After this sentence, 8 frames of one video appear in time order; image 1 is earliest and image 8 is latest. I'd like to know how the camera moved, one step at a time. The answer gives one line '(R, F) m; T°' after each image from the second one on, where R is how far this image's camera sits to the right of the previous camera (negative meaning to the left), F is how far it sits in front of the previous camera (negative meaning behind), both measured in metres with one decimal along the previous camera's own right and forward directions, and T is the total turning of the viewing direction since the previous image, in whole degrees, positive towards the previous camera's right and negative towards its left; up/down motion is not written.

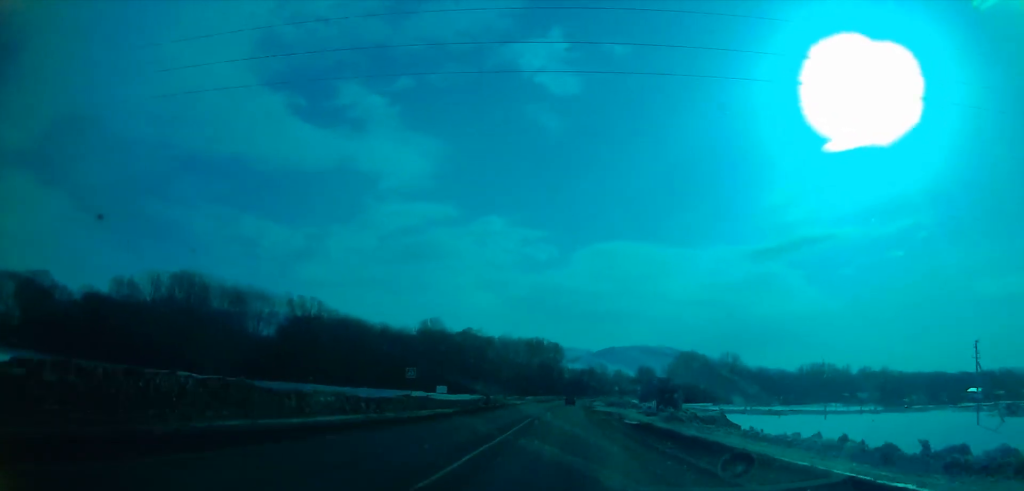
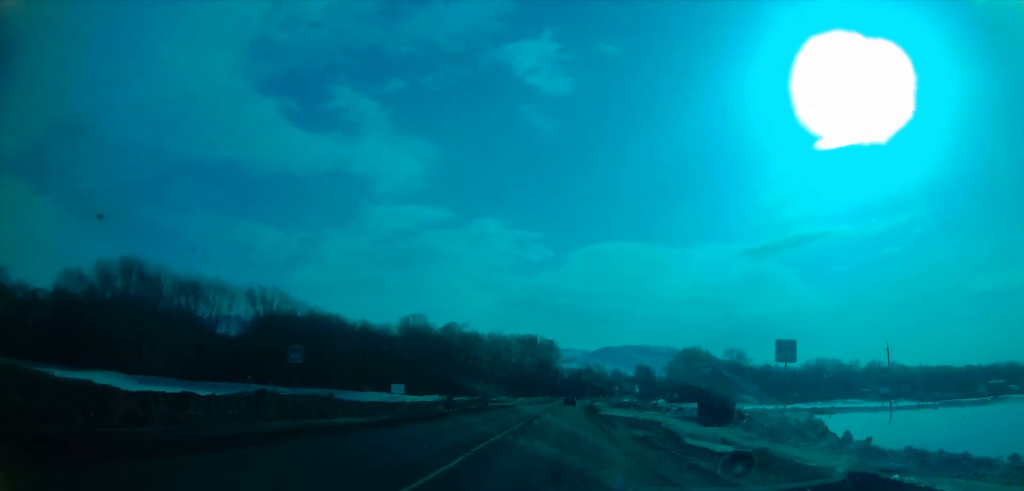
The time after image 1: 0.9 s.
(0.0, +26.4) m; 0°
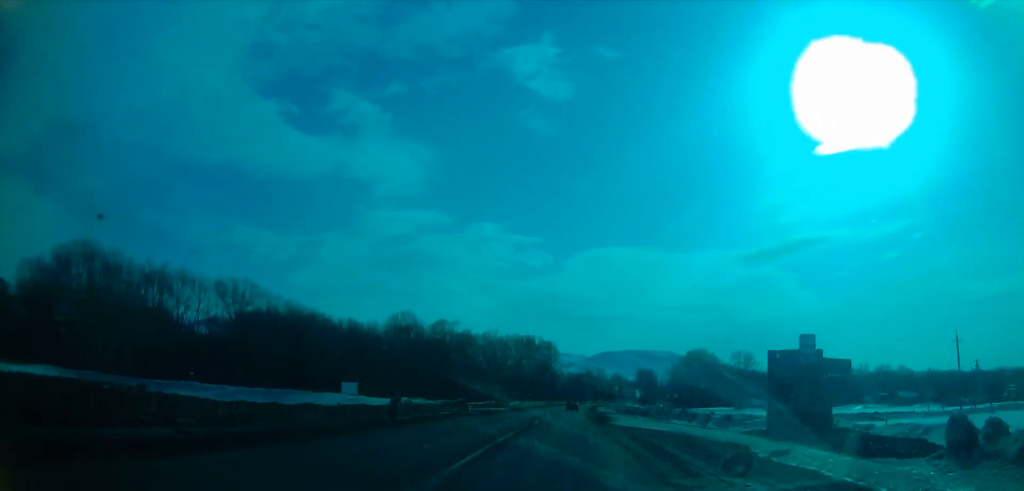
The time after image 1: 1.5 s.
(0.0, +17.9) m; 0°
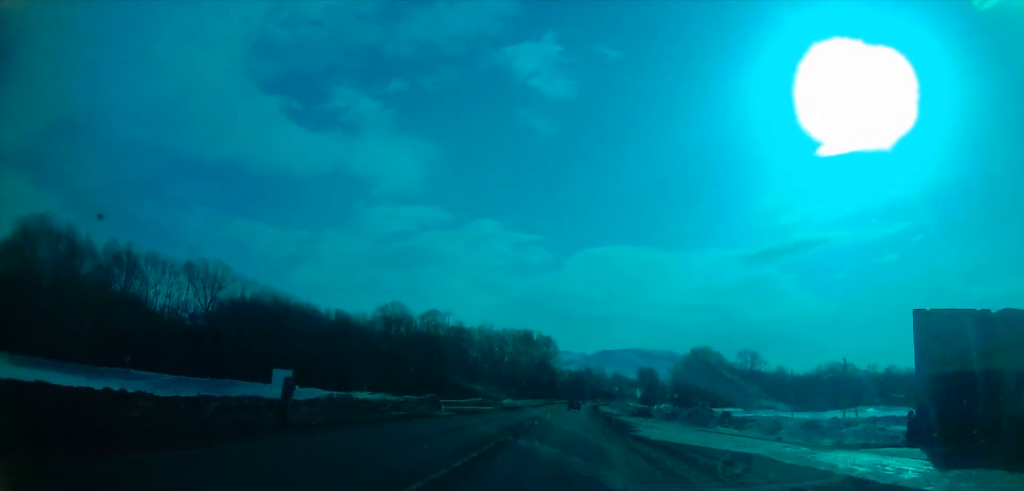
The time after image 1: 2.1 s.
(0.0, +14.2) m; 0°
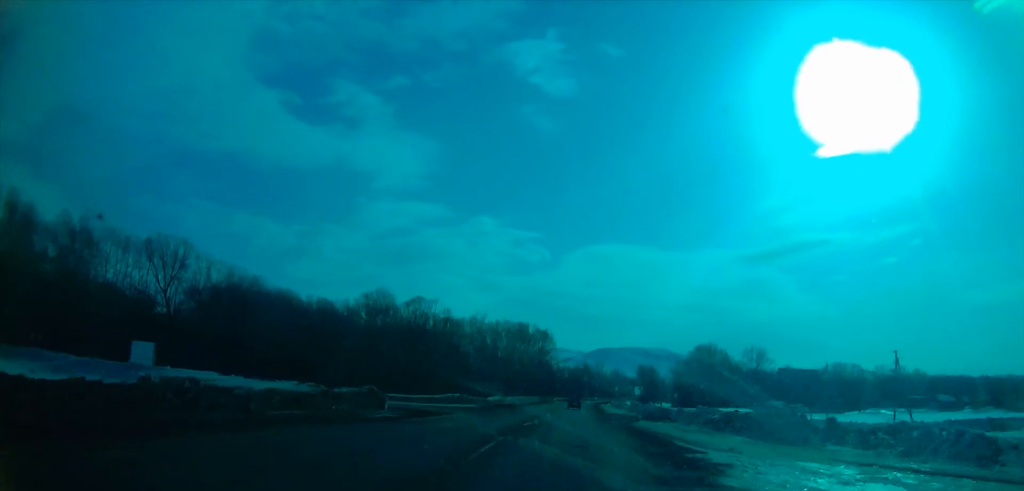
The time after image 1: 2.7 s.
(0.0, +15.6) m; 0°
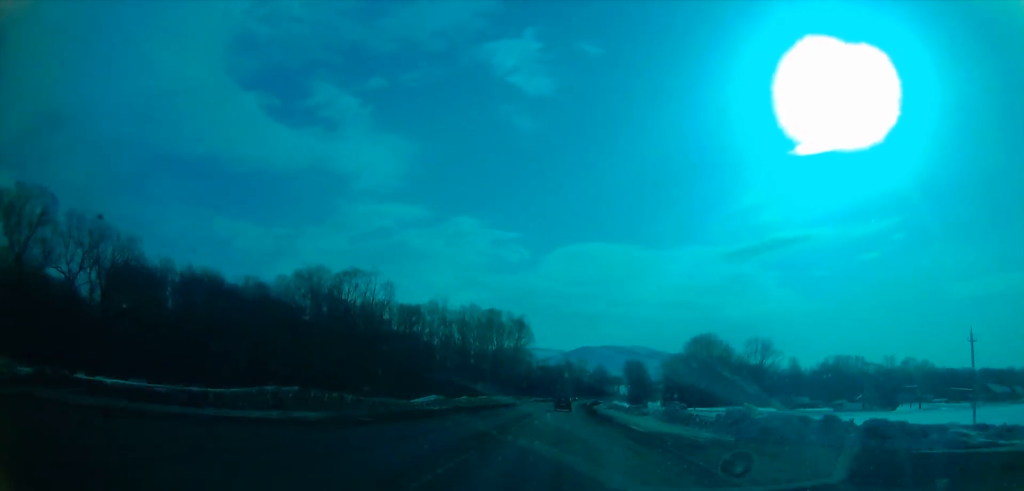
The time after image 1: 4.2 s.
(+0.1, +32.6) m; +1°
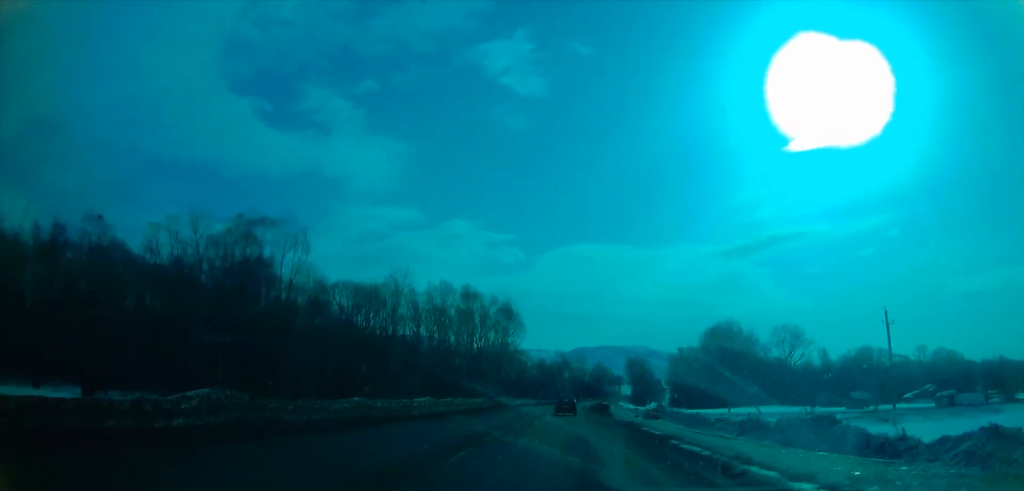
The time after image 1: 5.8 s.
(+0.2, +31.1) m; +1°
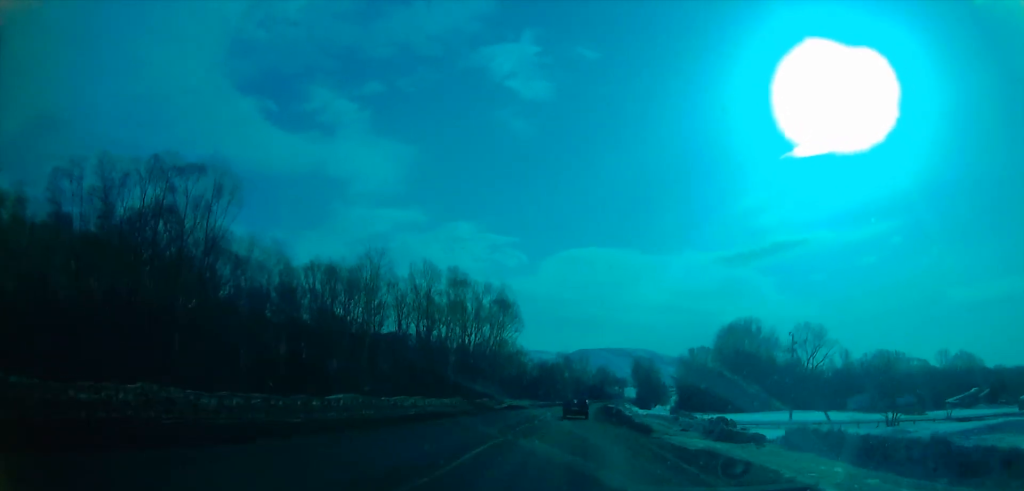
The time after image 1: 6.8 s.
(0.0, +18.6) m; +1°
